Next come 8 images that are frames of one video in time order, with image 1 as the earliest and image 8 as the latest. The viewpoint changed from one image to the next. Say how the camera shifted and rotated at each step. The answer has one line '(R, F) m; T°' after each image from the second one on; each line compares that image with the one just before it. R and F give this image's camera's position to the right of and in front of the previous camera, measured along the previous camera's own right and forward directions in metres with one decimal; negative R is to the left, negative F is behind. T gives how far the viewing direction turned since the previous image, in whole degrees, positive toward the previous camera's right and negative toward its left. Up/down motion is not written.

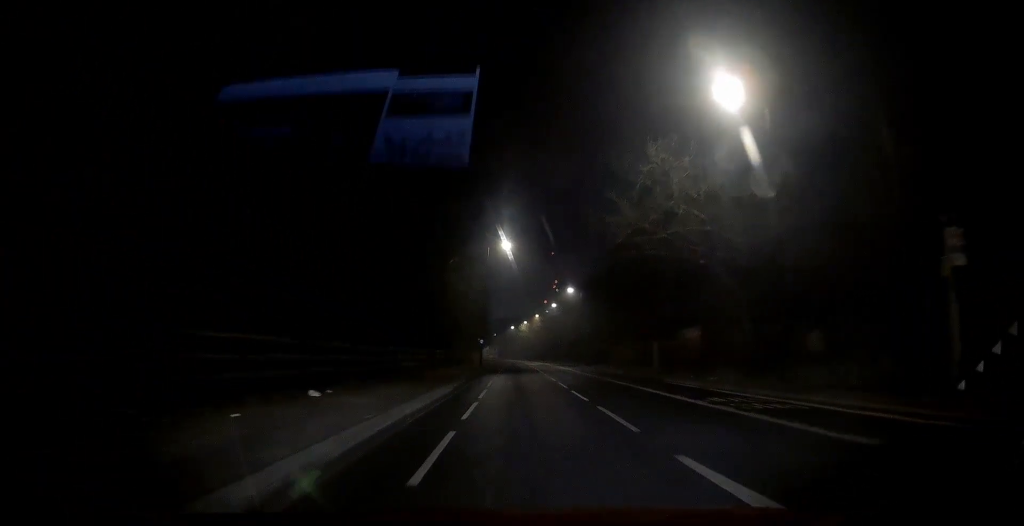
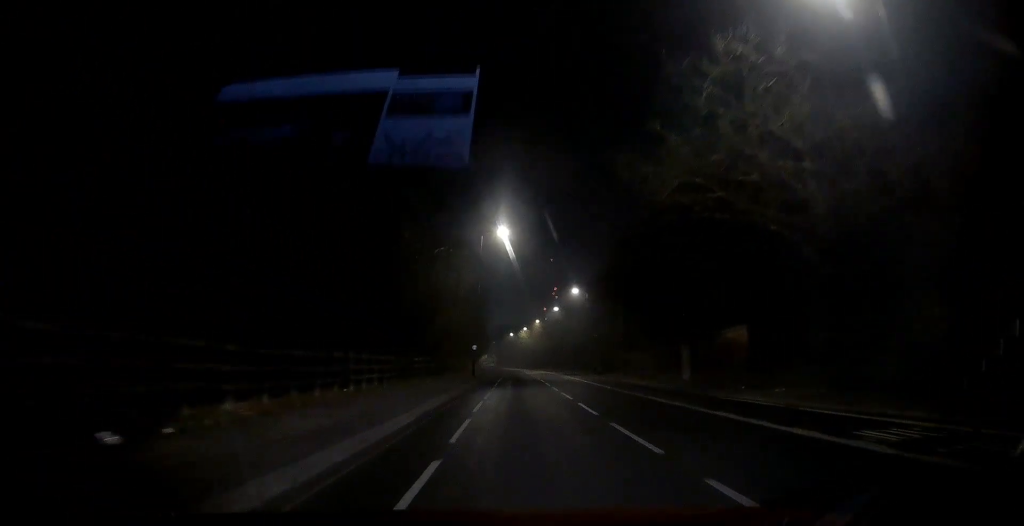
(0.0, +8.1) m; +1°
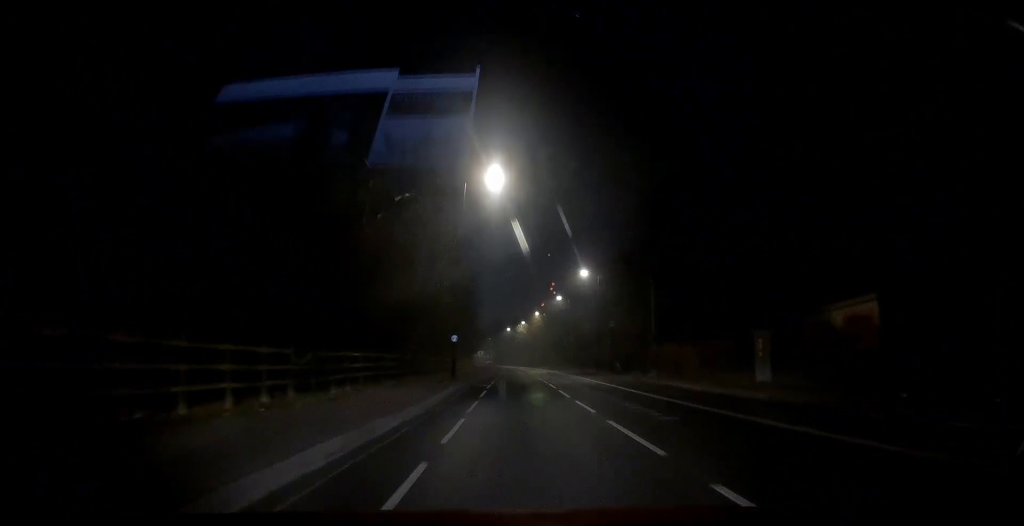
(+0.2, +12.6) m; +2°
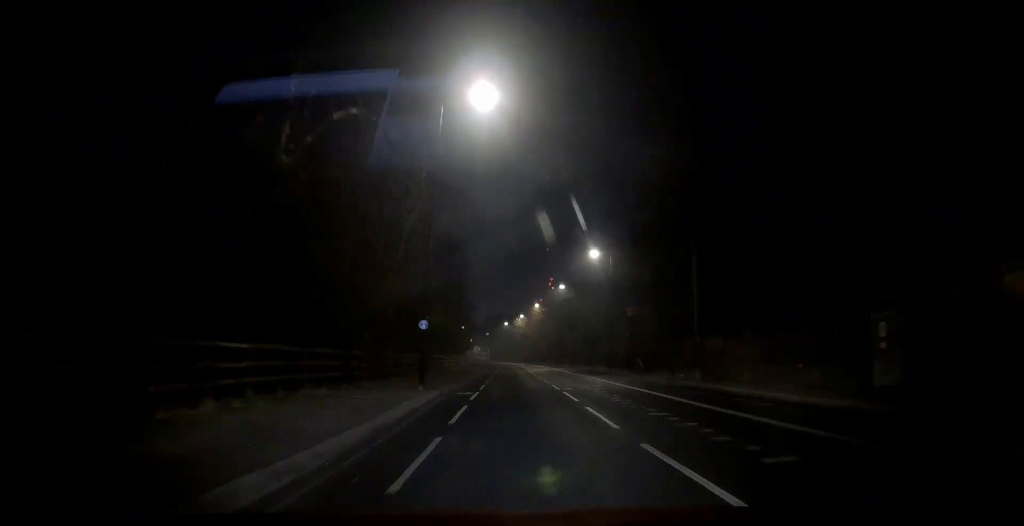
(0.0, +9.7) m; -1°
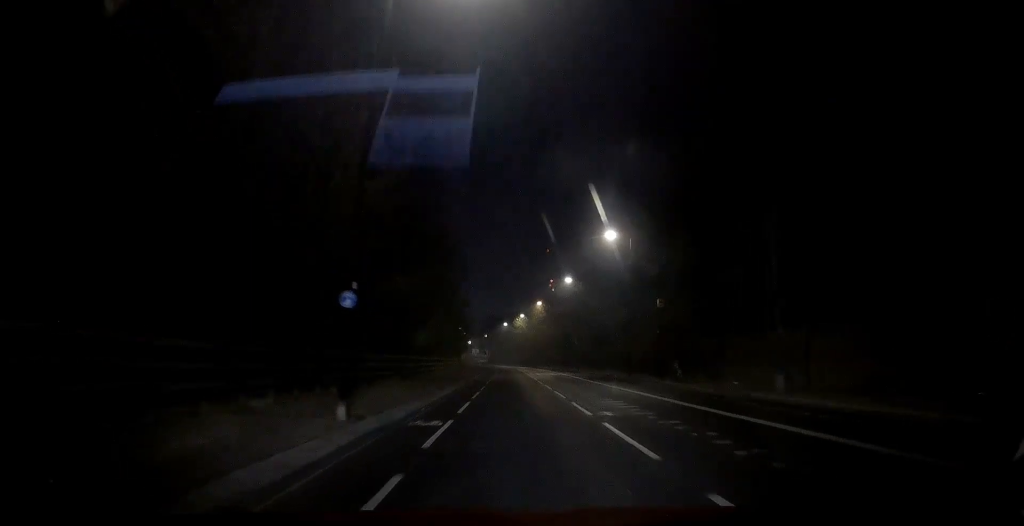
(-0.2, +9.3) m; 0°
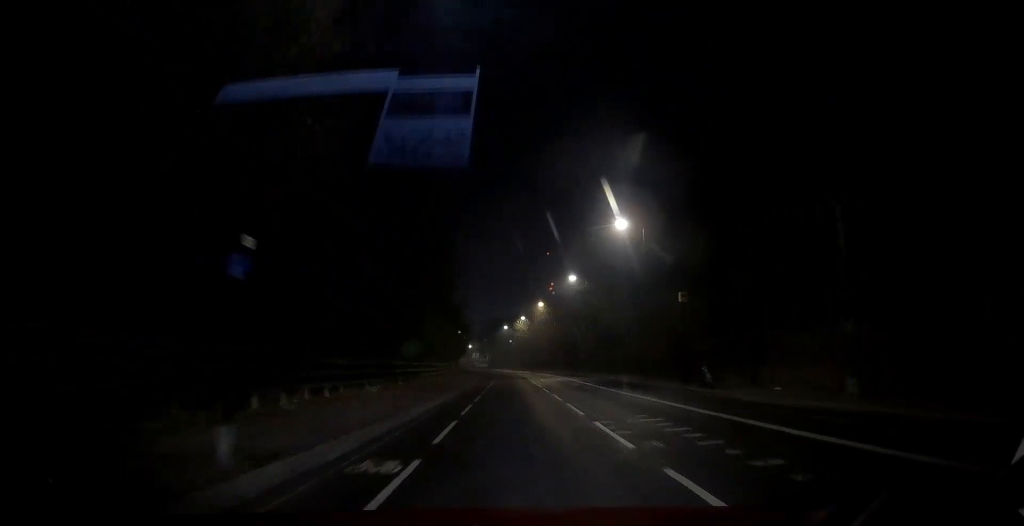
(0.0, +4.6) m; 0°
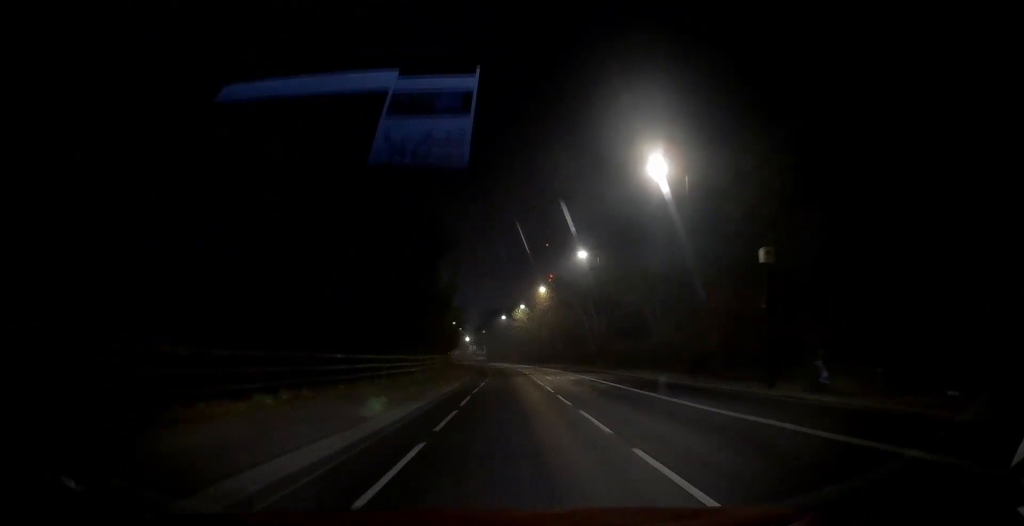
(+0.2, +10.7) m; 0°
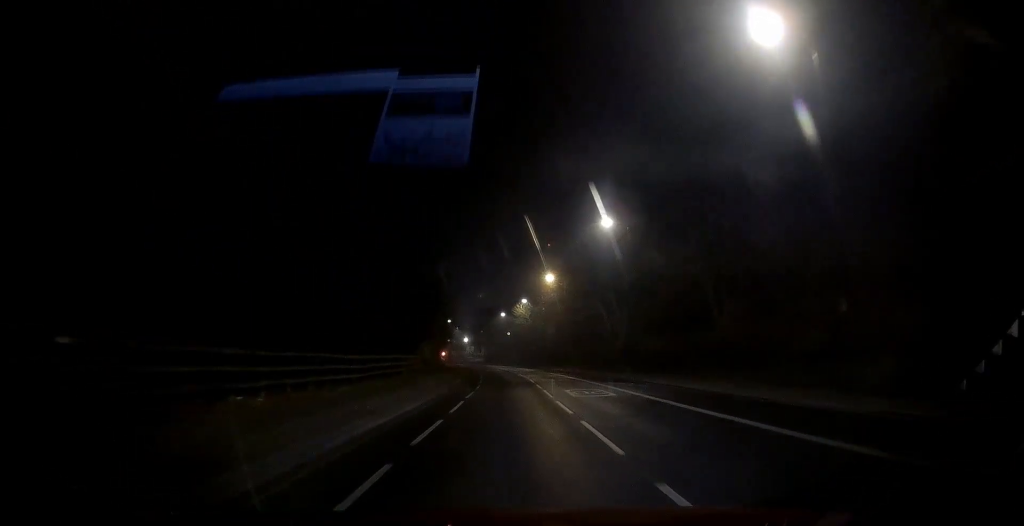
(-0.2, +13.7) m; 0°
